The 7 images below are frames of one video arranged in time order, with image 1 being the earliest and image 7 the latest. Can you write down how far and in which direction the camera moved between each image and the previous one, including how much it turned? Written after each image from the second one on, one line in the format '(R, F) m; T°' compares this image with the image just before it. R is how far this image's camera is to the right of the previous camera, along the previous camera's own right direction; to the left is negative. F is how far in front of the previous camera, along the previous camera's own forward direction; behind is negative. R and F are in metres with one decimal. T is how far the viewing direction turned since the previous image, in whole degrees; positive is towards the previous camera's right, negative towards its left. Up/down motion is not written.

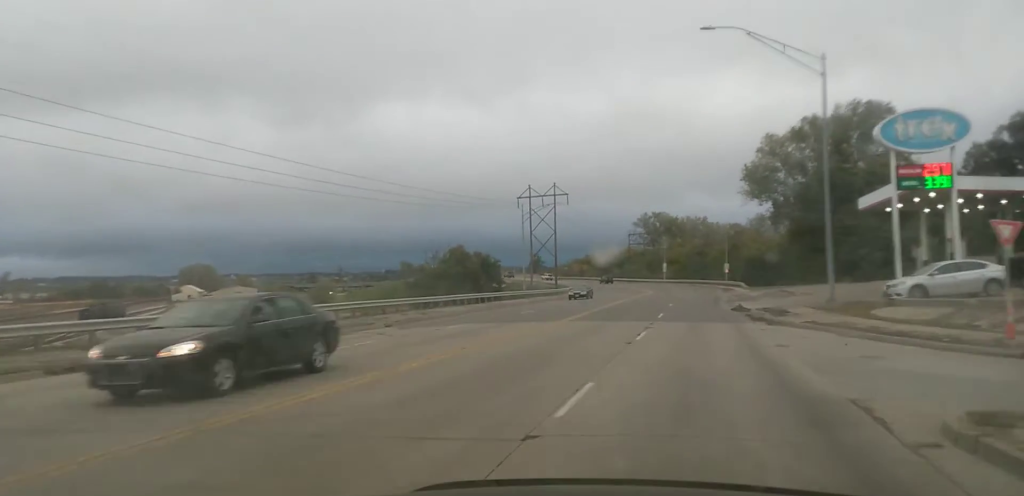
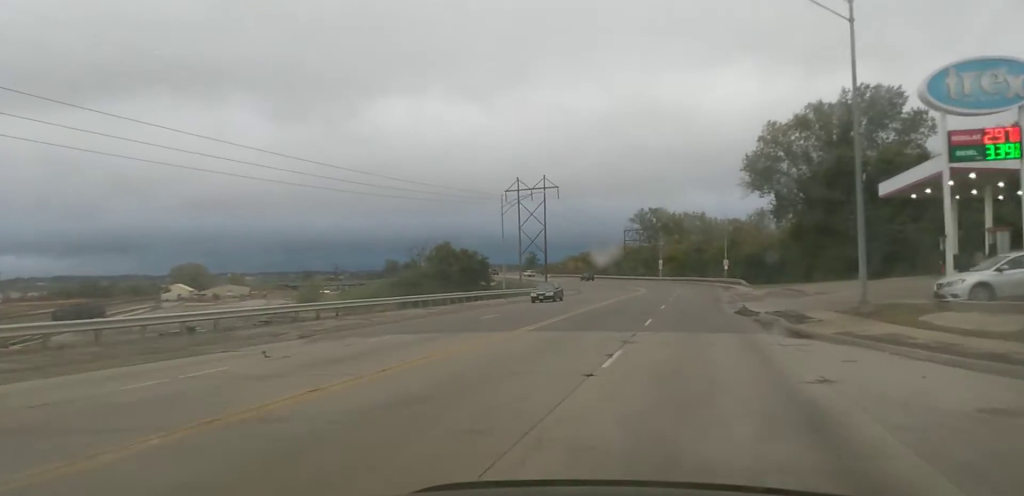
(+0.1, +8.1) m; 0°
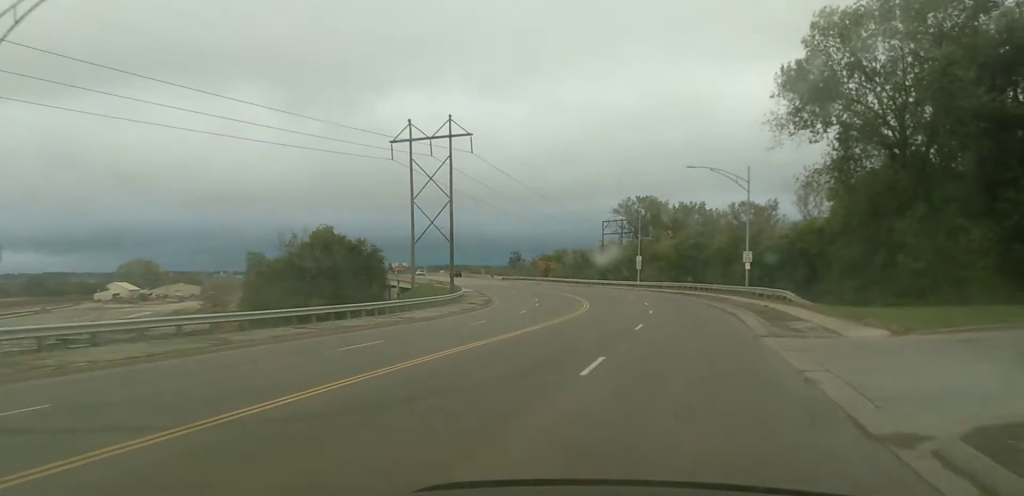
(-1.1, +50.7) m; -2°
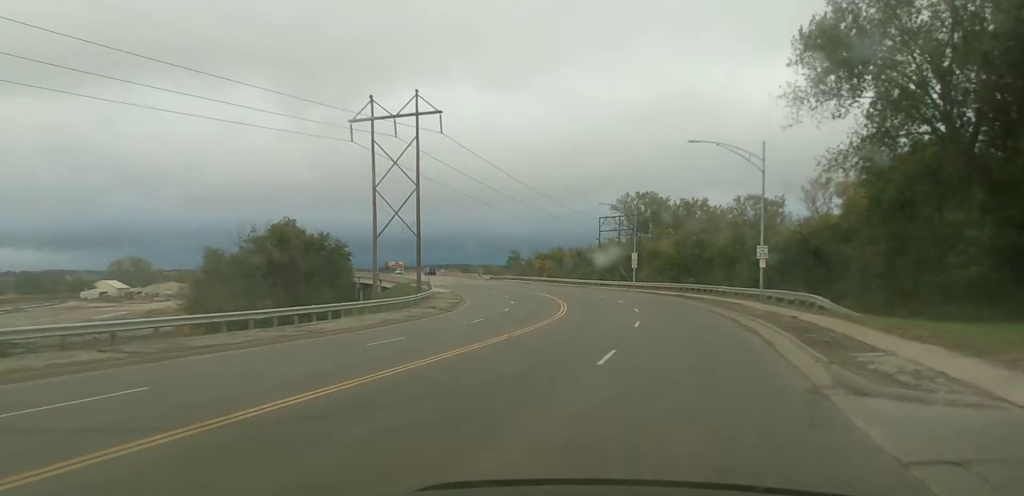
(+0.2, +10.9) m; +1°
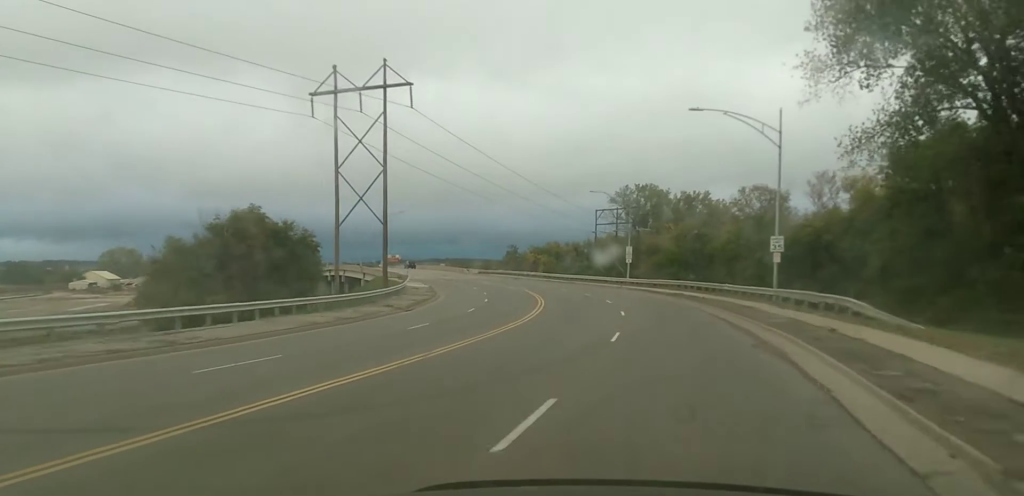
(0.0, +7.9) m; 0°
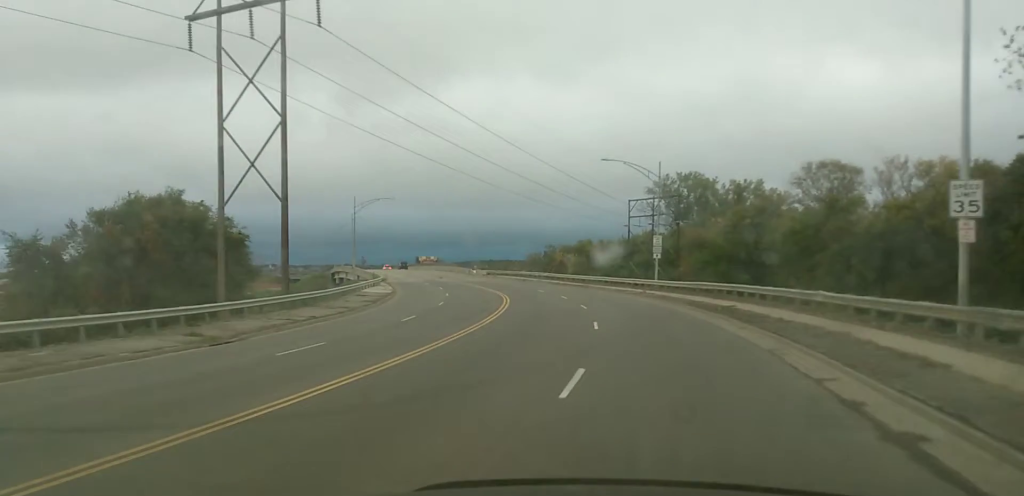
(-0.2, +21.9) m; -2°
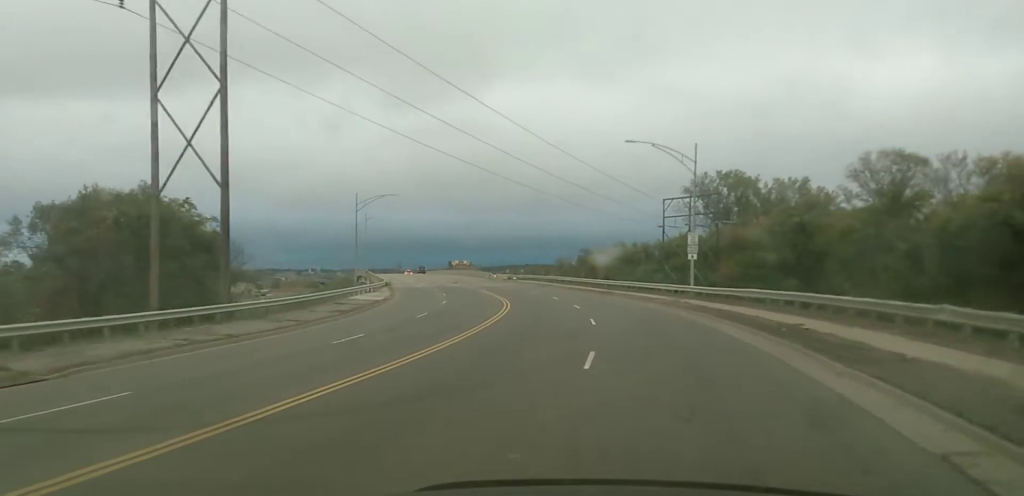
(-0.1, +9.9) m; -3°
